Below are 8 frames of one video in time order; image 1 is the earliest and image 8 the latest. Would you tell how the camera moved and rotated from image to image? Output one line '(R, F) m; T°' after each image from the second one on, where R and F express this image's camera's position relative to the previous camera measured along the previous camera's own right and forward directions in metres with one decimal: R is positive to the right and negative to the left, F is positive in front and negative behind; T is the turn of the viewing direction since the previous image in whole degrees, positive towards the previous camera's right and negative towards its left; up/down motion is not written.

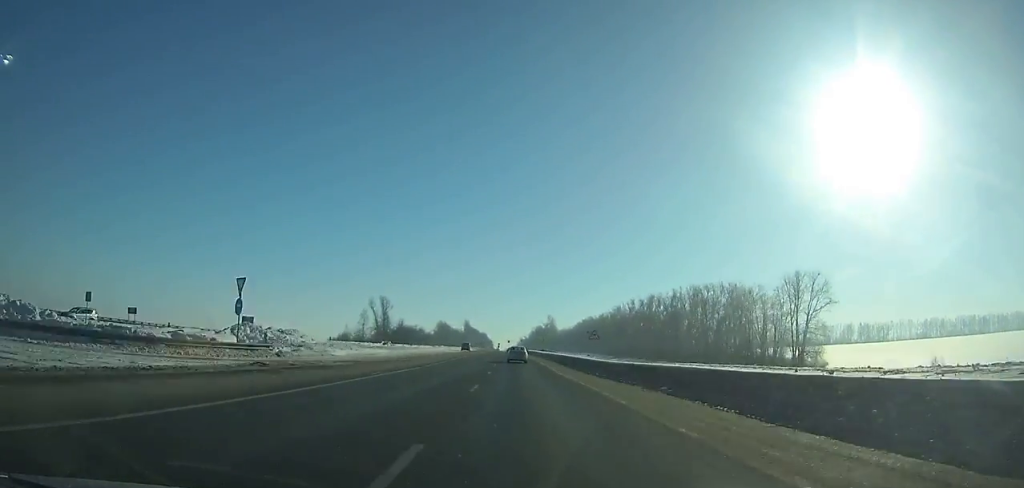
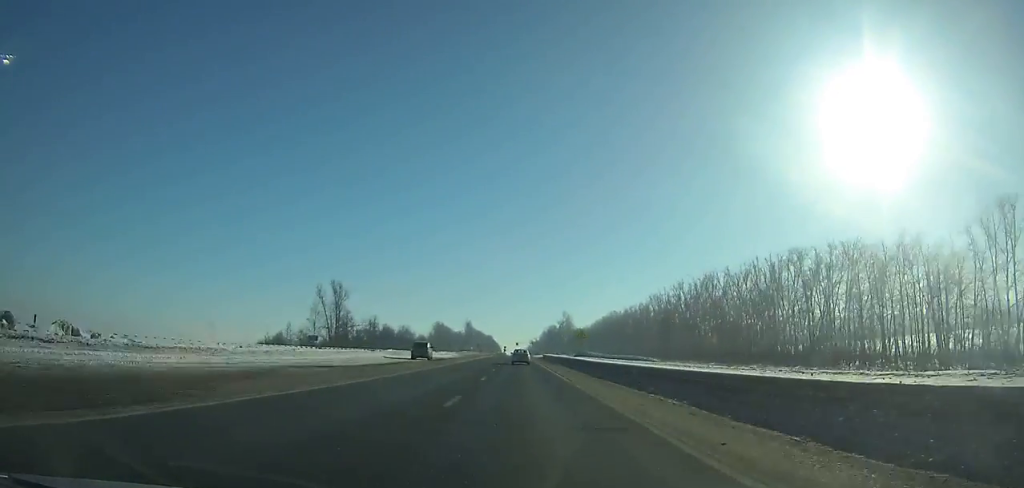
(-0.6, +63.3) m; -1°
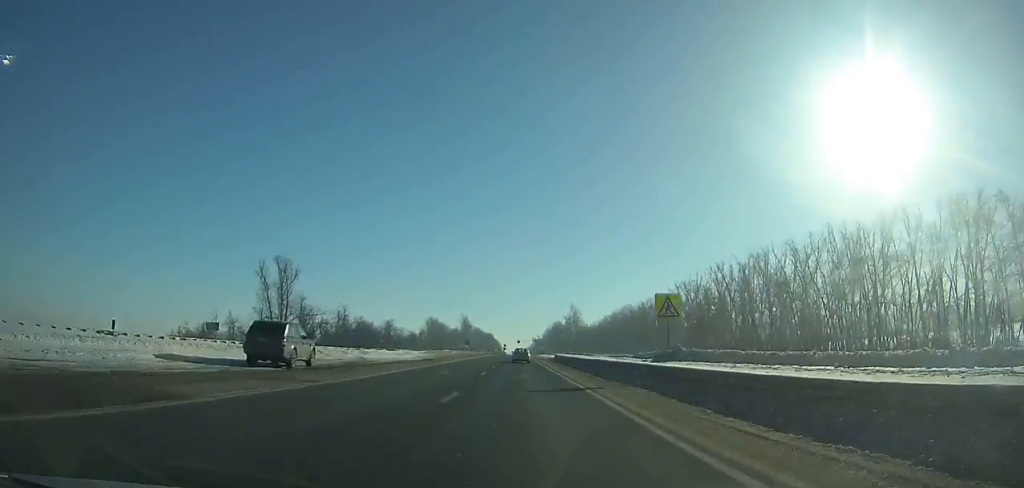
(-0.2, +36.9) m; 0°
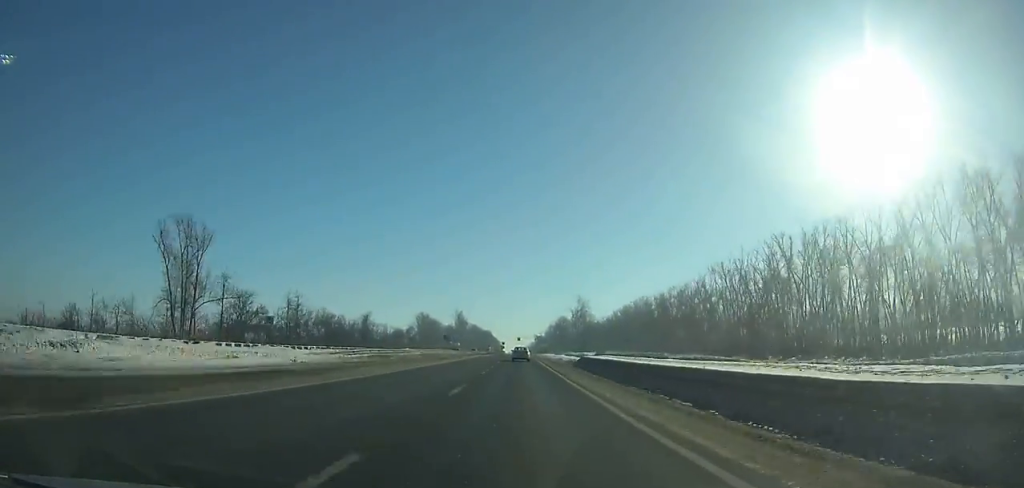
(-0.2, +34.2) m; 0°
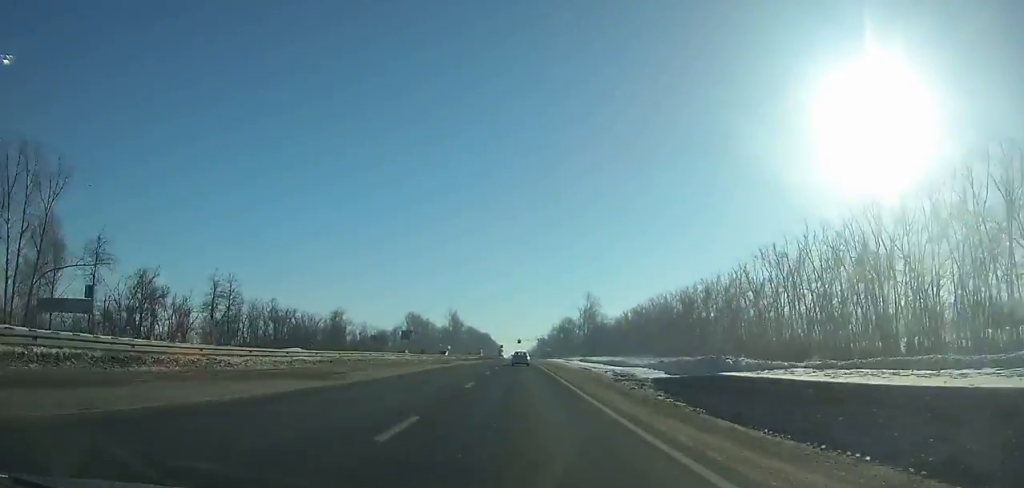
(0.0, +31.5) m; 0°
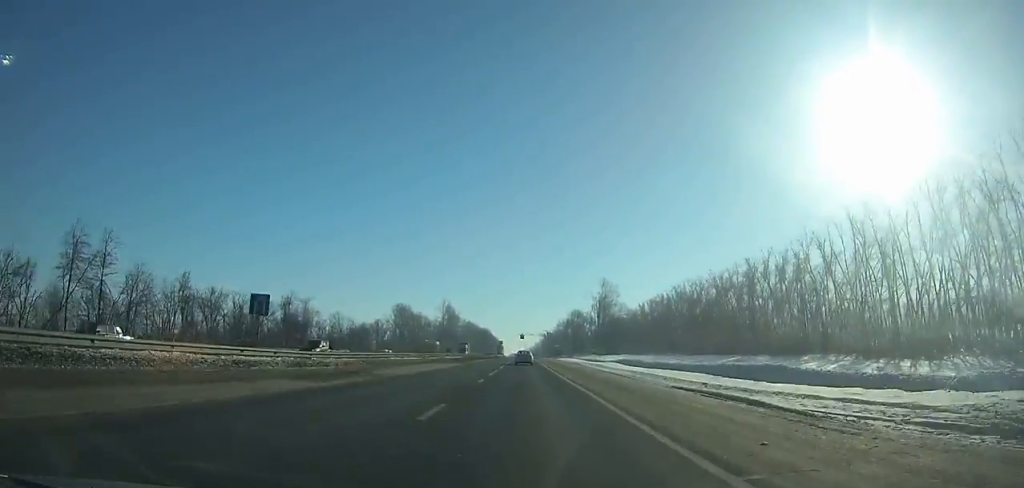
(+0.1, +34.2) m; 0°
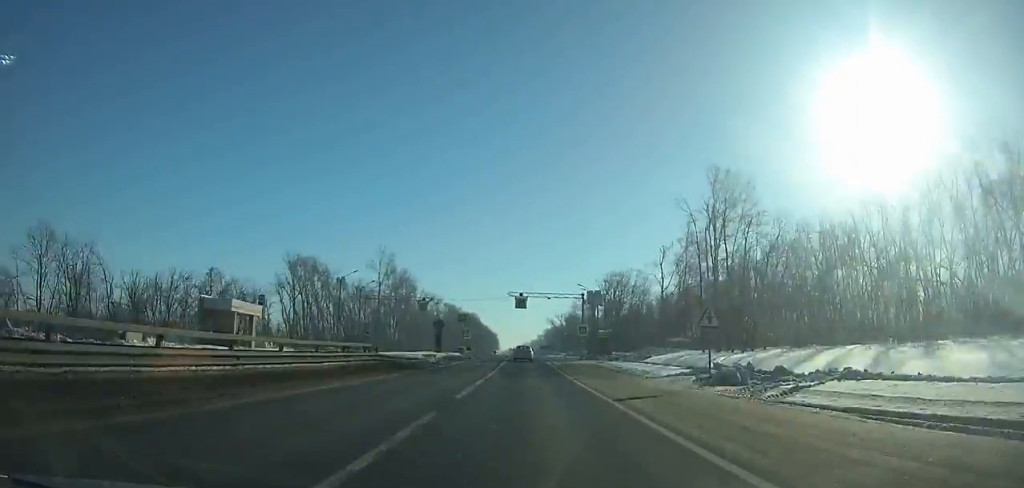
(-0.2, +110.2) m; 0°
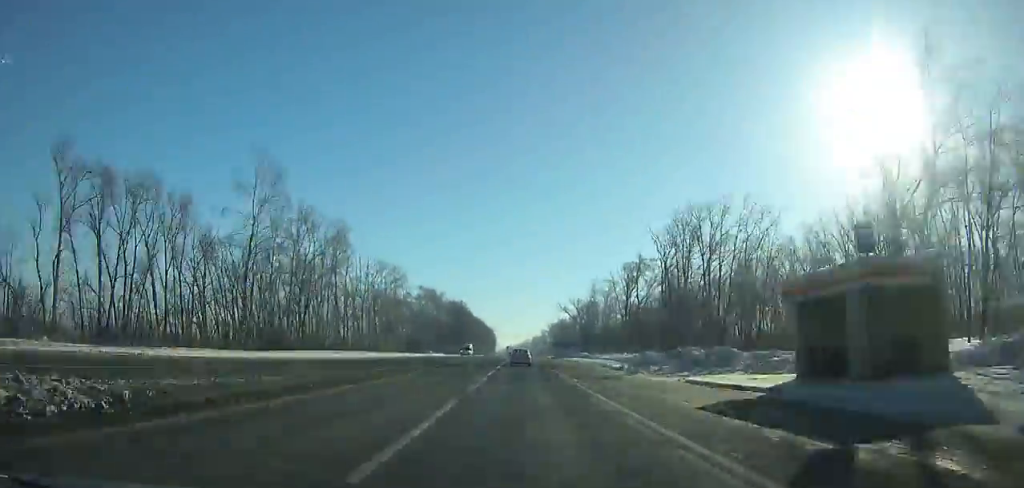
(-0.3, +68.2) m; 0°
